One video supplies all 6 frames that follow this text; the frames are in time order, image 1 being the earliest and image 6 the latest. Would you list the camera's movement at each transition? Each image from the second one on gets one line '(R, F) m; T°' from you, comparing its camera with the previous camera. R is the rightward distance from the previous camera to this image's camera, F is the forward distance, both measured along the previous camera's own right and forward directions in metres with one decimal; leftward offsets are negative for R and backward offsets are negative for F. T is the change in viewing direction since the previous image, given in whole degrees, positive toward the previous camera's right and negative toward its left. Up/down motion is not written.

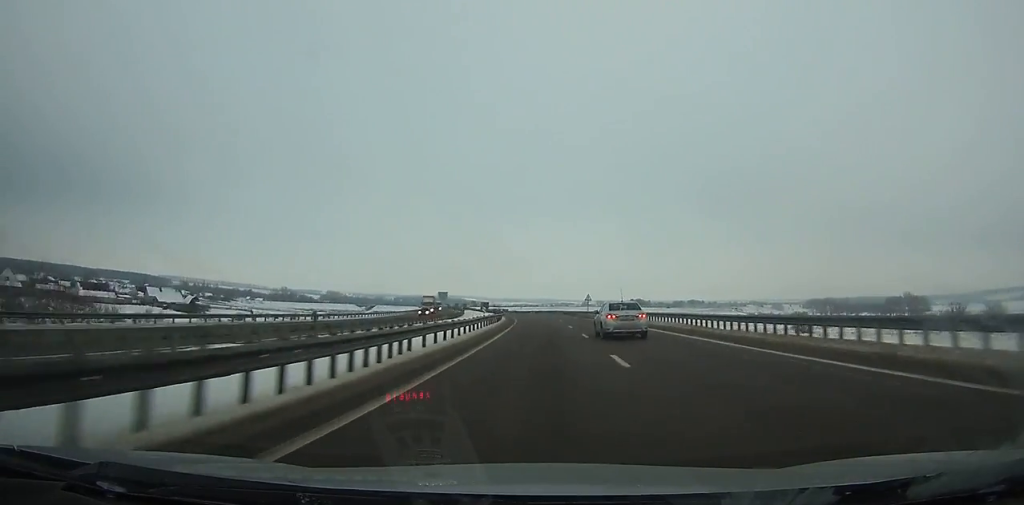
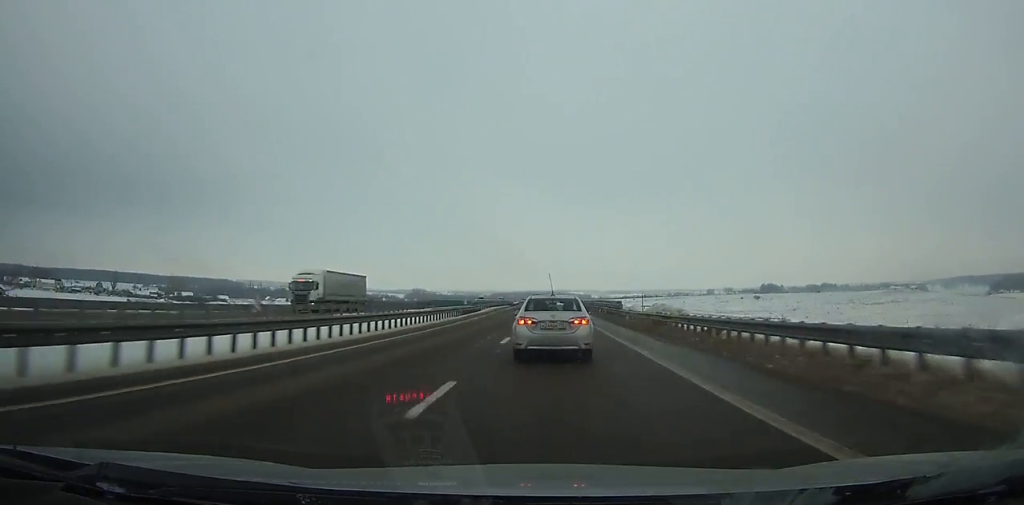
(-15.4, +172.1) m; -9°
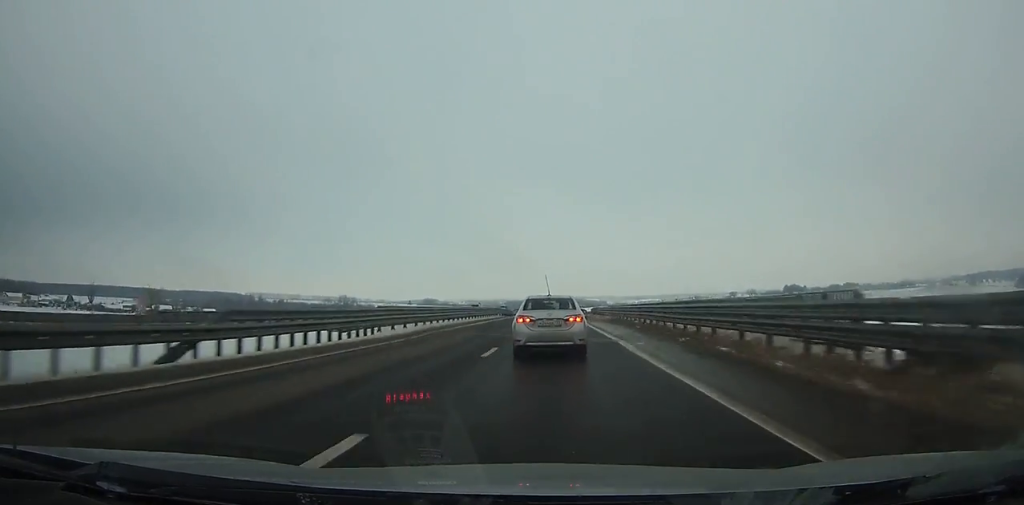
(-0.7, +37.2) m; -1°
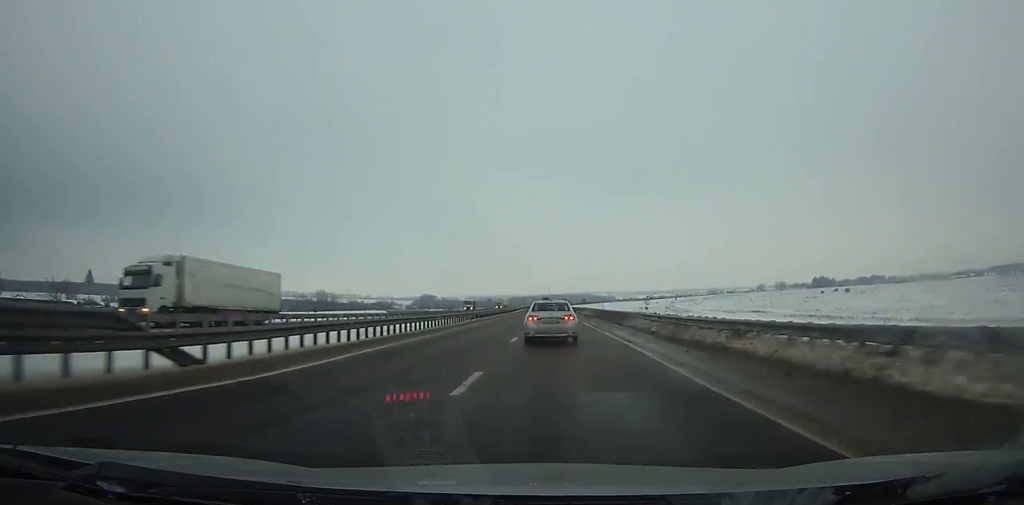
(-1.2, +89.1) m; -1°
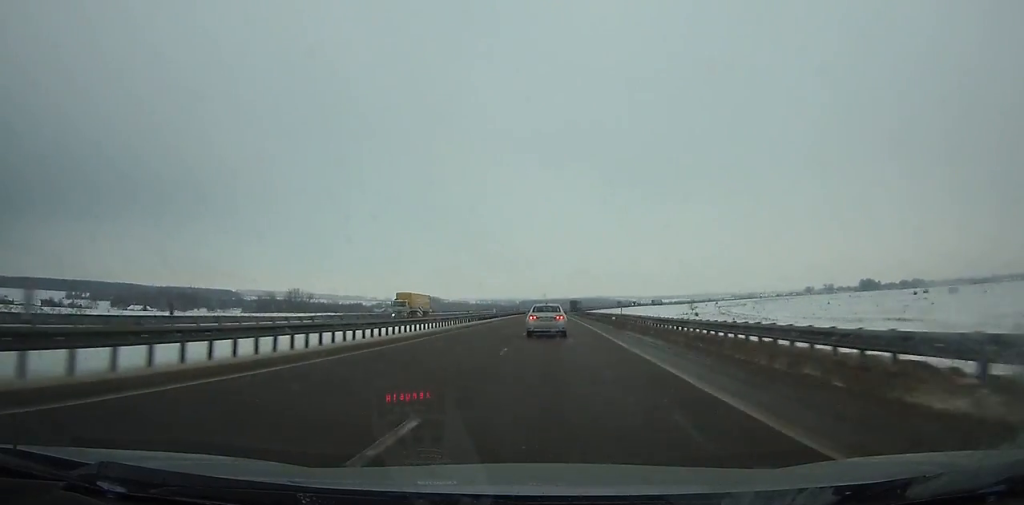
(-0.7, +98.6) m; -1°
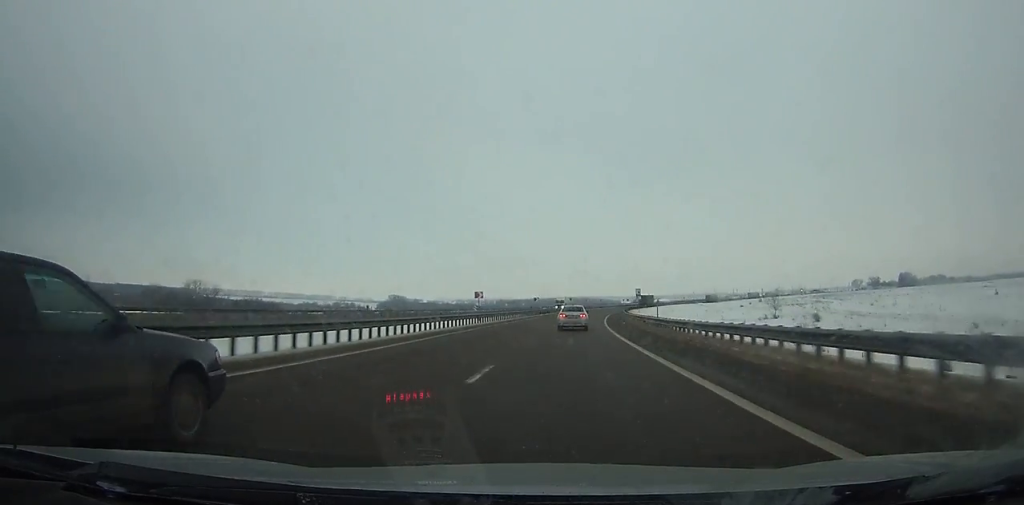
(+2.3, +136.7) m; +5°
